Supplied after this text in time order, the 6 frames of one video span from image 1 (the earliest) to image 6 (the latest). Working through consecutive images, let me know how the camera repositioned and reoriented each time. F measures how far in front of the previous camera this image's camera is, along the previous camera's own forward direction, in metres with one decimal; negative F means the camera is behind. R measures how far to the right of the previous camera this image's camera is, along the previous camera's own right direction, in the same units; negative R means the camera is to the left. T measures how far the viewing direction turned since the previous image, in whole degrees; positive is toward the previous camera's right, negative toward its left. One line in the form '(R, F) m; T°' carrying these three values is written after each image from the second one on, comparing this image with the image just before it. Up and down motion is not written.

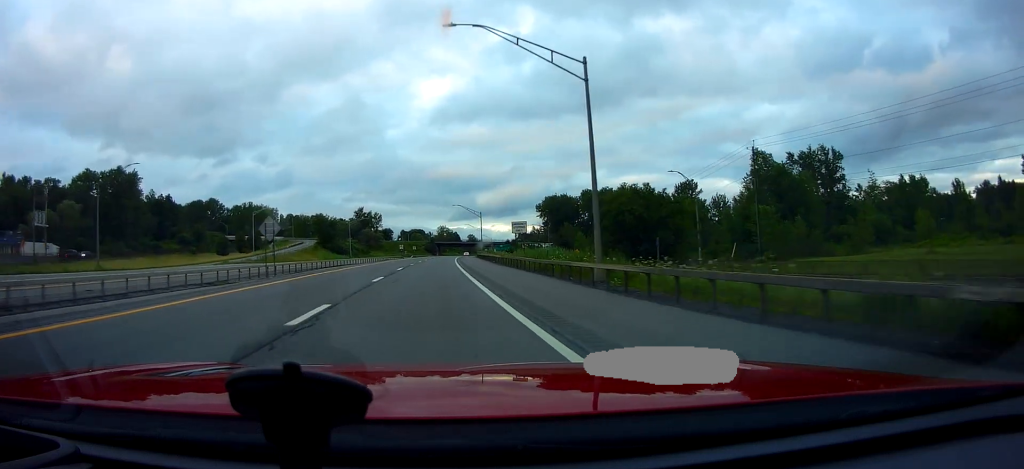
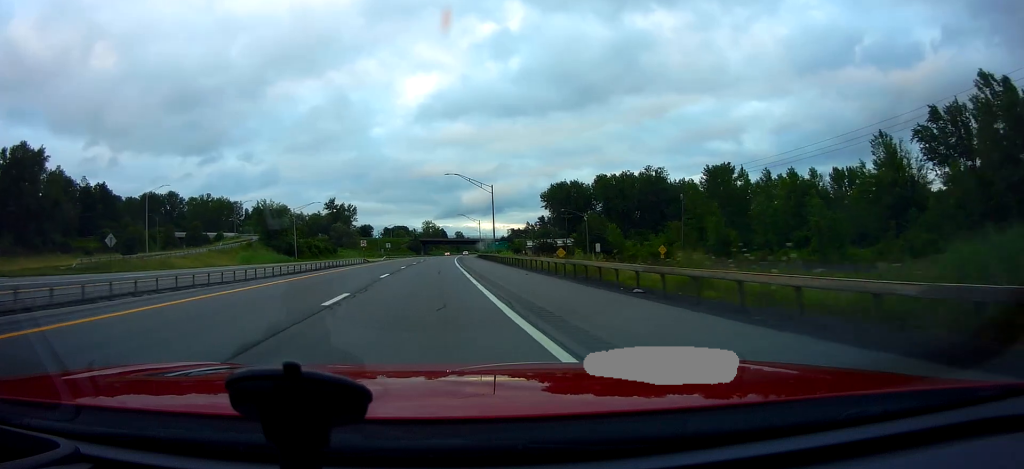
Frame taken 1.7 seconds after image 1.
(+0.1, +45.4) m; 0°
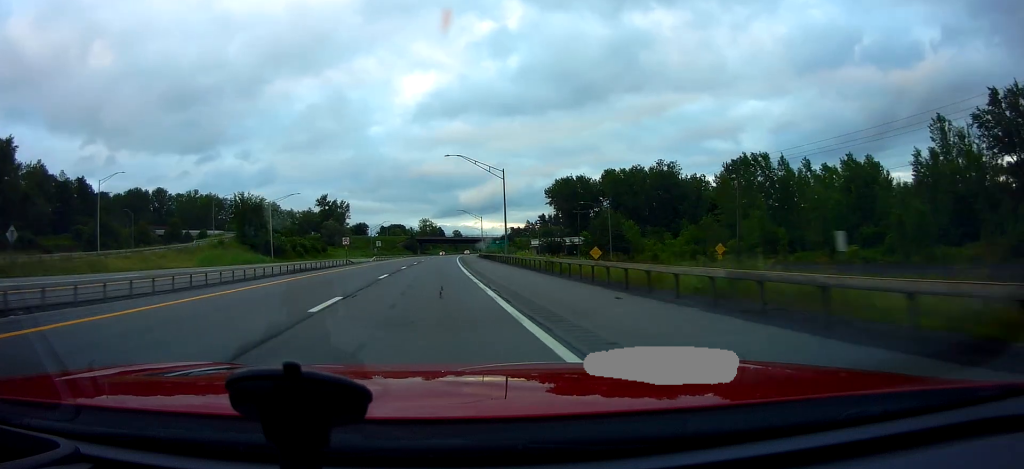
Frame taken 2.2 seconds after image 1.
(0.0, +13.4) m; 0°
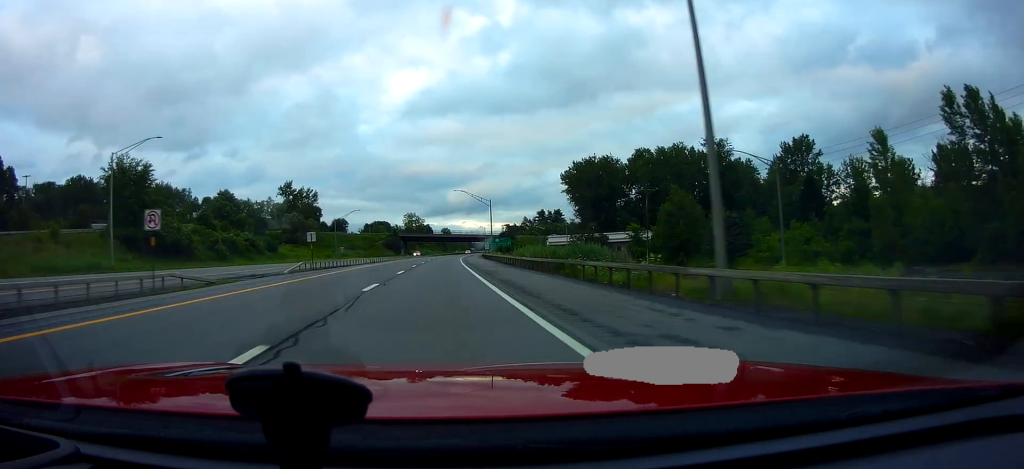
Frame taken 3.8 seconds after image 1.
(+1.1, +43.1) m; +3°
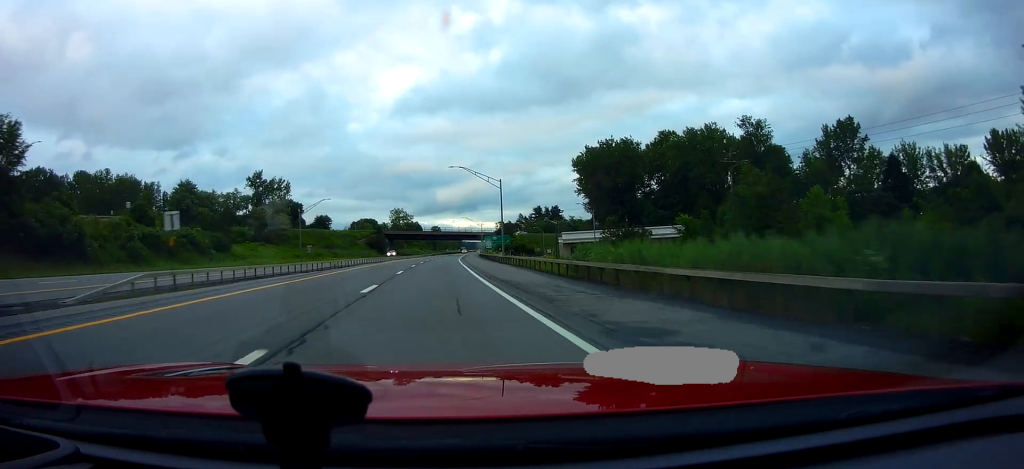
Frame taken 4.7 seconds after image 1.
(+0.2, +24.7) m; +1°
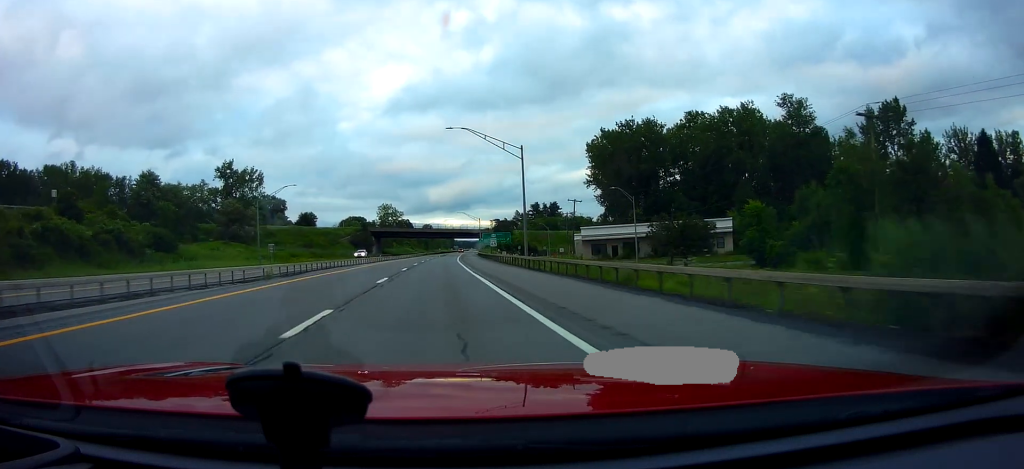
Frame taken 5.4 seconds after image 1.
(0.0, +20.2) m; 0°
